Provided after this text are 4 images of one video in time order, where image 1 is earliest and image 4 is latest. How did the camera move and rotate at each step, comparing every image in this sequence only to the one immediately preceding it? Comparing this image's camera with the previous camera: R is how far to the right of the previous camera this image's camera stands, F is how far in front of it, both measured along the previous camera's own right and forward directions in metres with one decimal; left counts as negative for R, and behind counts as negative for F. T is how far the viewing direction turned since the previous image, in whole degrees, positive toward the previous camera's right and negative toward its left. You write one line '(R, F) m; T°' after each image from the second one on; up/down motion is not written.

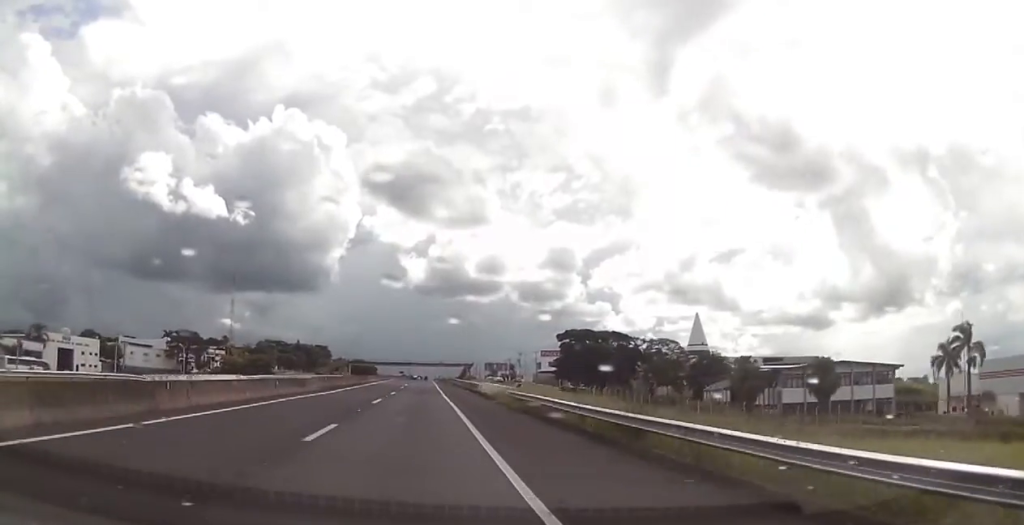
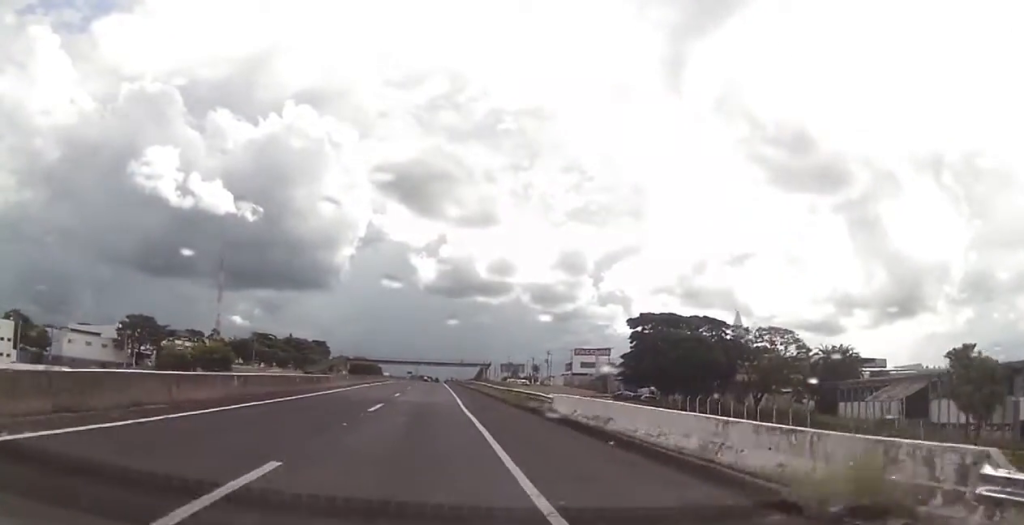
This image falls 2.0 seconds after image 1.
(-0.2, +38.4) m; -2°
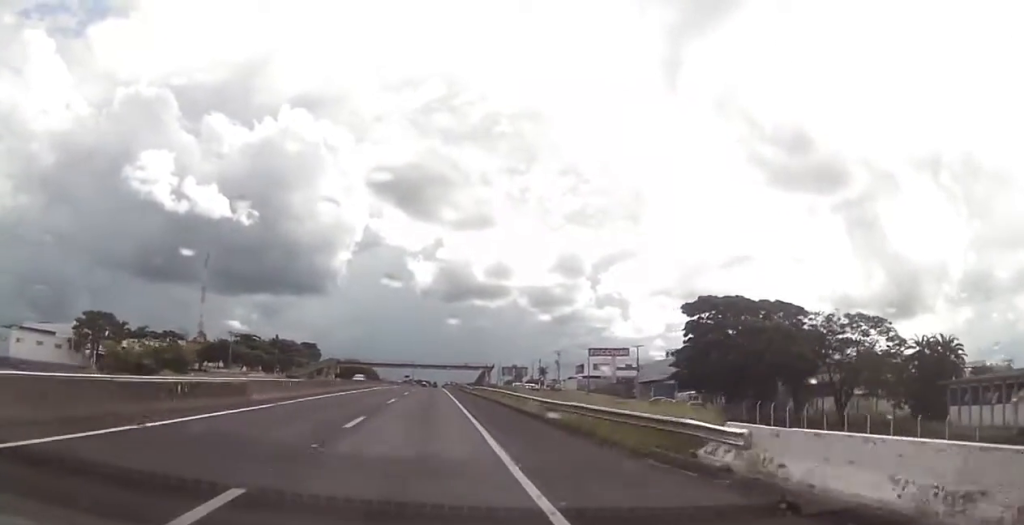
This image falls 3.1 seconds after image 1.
(0.0, +20.1) m; 0°
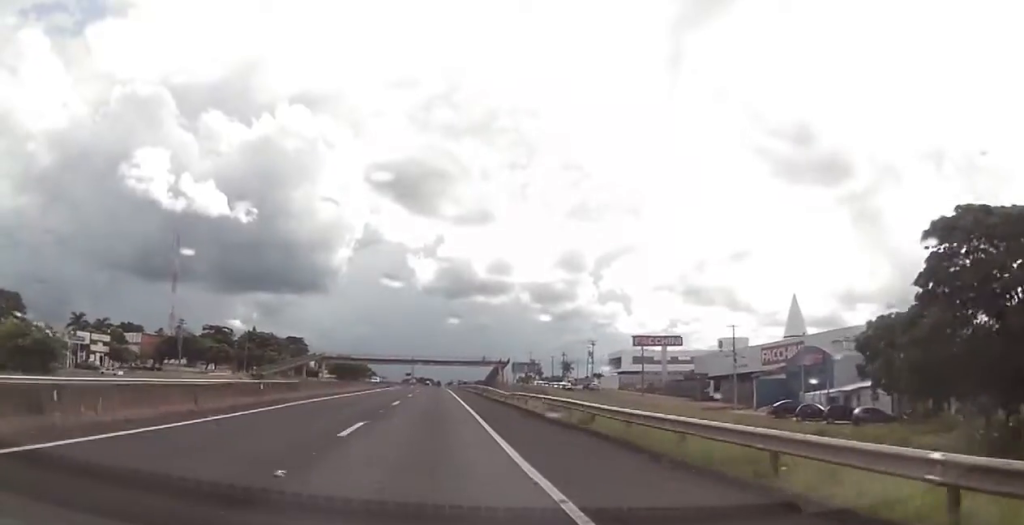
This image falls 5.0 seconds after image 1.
(-0.2, +36.2) m; 0°
